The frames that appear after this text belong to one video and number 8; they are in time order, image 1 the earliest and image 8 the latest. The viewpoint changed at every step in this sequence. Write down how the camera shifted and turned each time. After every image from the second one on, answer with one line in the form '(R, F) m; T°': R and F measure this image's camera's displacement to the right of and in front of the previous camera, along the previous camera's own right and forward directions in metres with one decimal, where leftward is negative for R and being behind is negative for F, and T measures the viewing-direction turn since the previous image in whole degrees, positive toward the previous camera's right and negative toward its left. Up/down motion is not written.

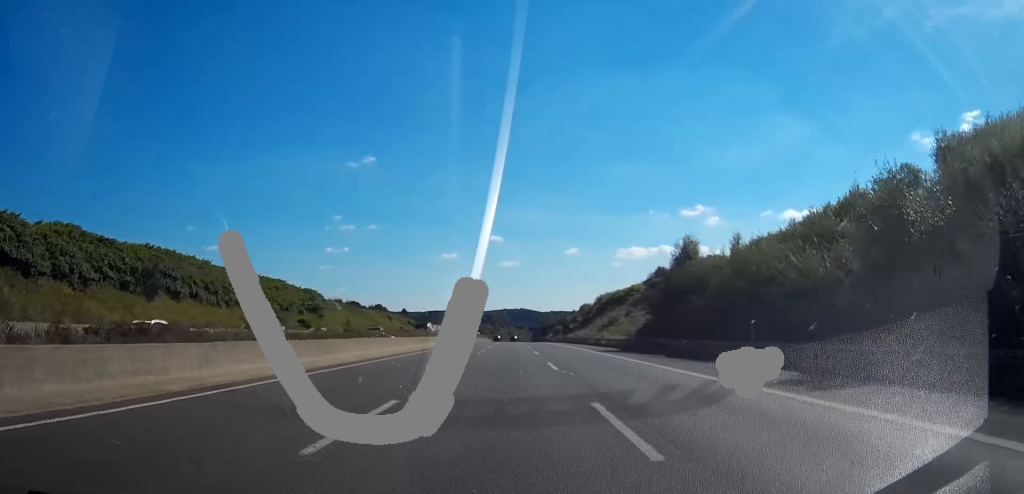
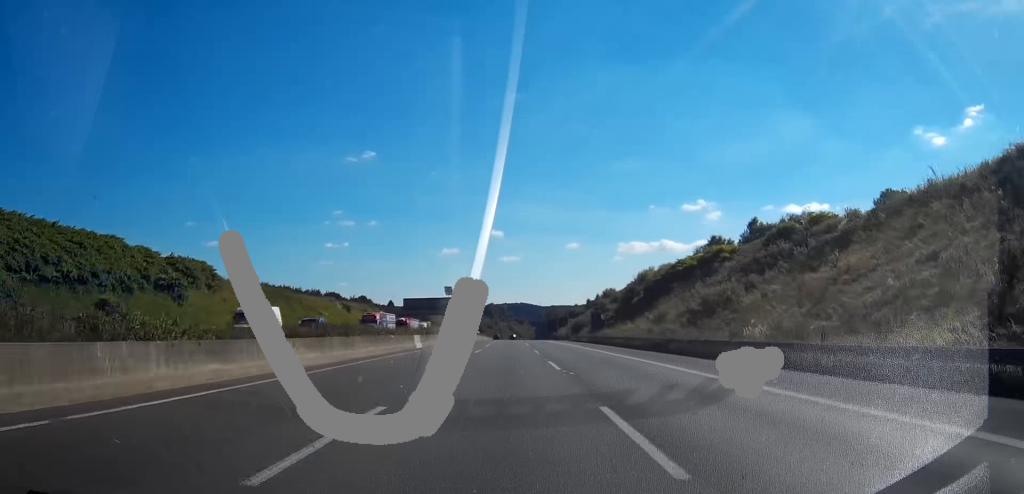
(0.0, +55.2) m; 0°
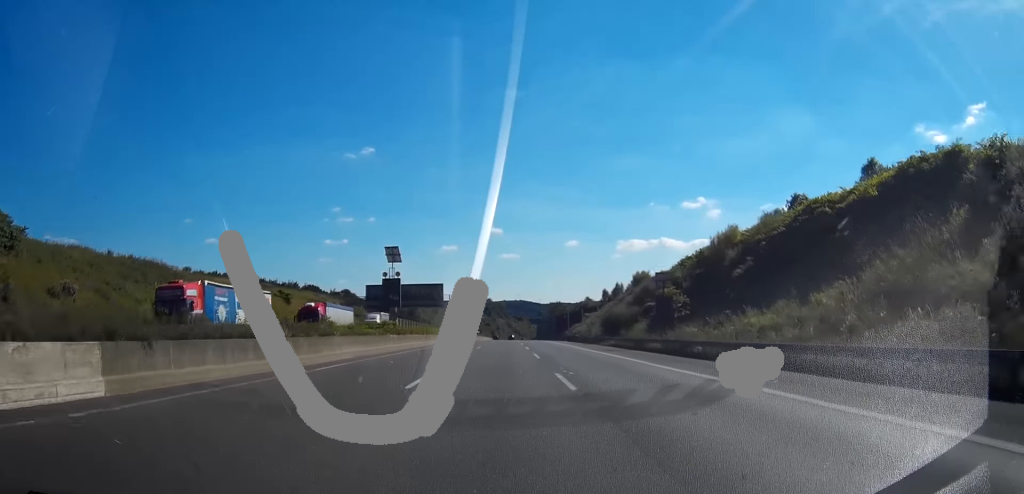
(0.0, +44.2) m; 0°
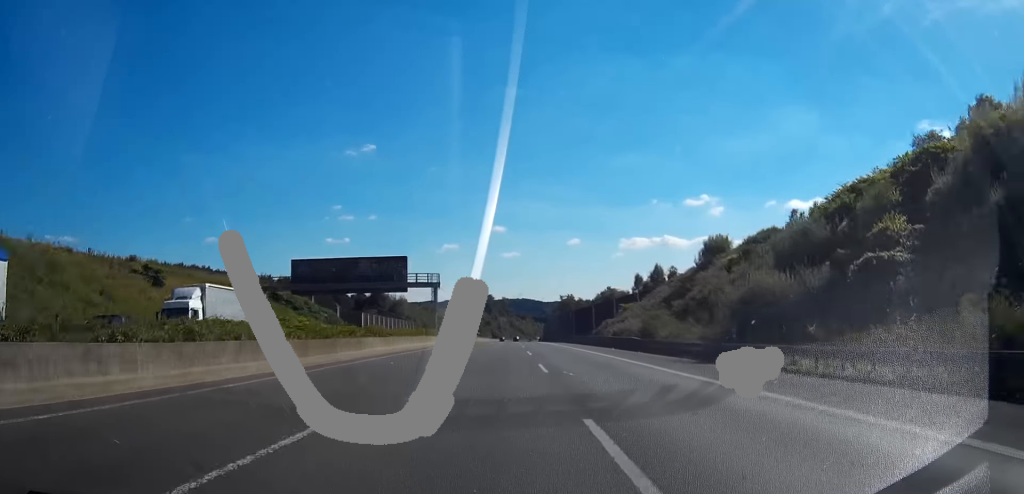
(0.0, +46.8) m; 0°
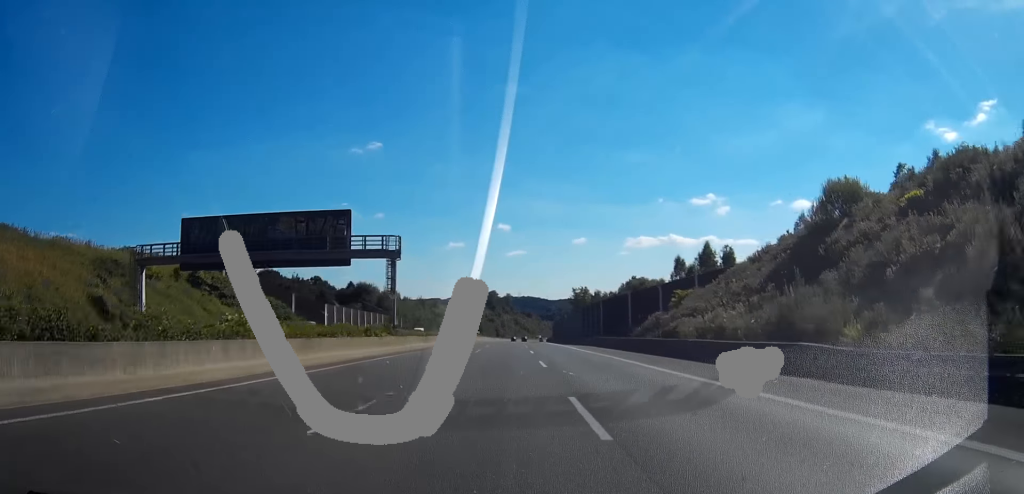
(0.0, +31.7) m; 0°
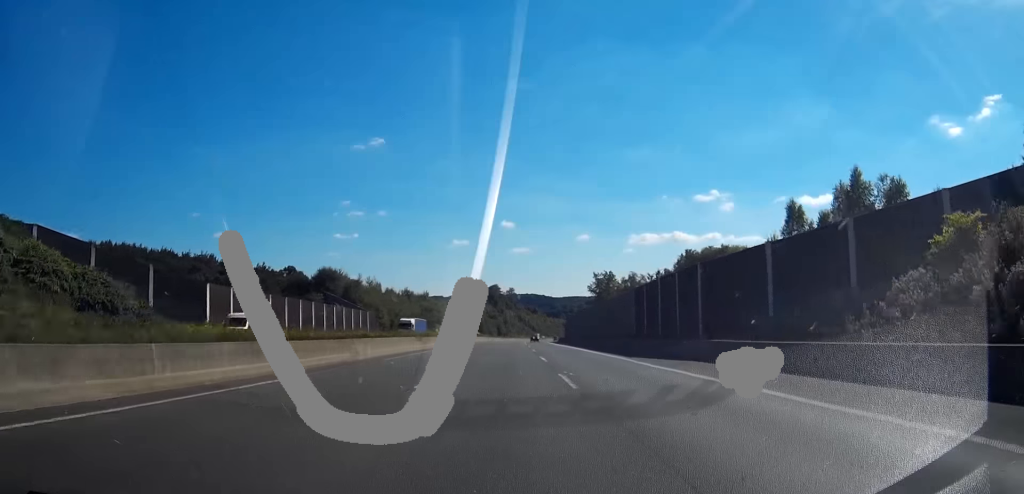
(0.0, +45.8) m; 0°
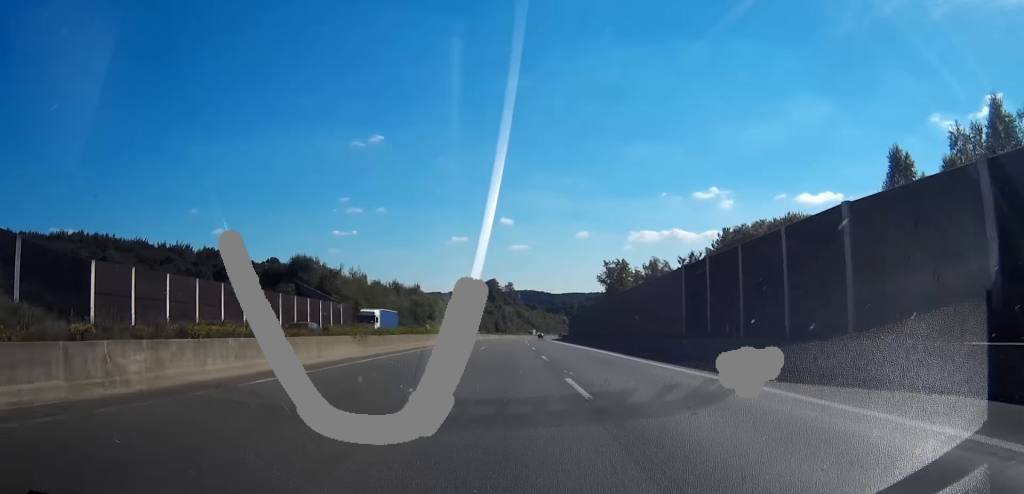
(0.0, +20.4) m; 0°
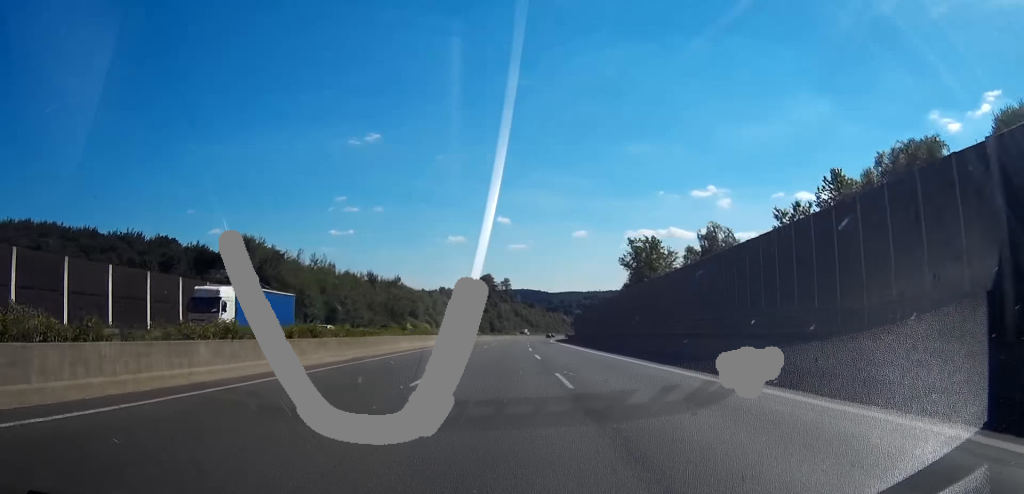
(+0.1, +33.2) m; 0°
